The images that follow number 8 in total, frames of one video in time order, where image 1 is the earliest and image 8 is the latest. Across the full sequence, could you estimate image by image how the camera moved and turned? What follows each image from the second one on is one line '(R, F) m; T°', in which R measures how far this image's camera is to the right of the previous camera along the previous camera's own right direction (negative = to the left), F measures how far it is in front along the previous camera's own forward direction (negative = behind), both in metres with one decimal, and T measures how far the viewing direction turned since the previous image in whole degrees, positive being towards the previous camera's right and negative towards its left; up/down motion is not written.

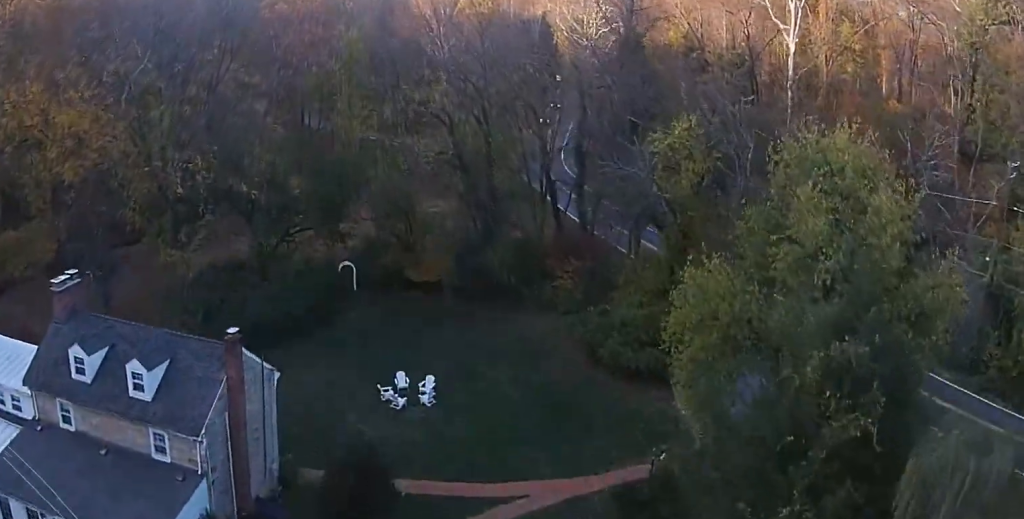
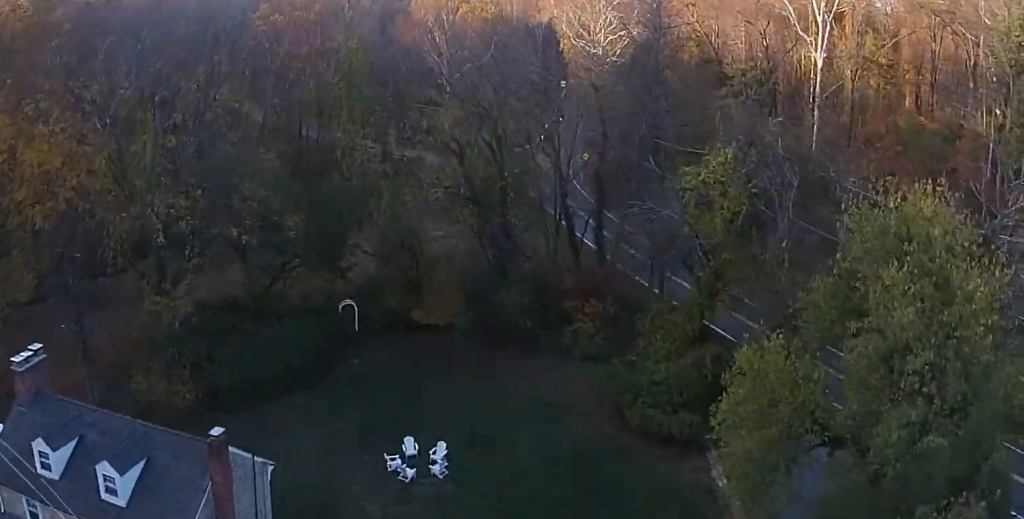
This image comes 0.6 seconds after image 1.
(+0.1, +7.1) m; +2°
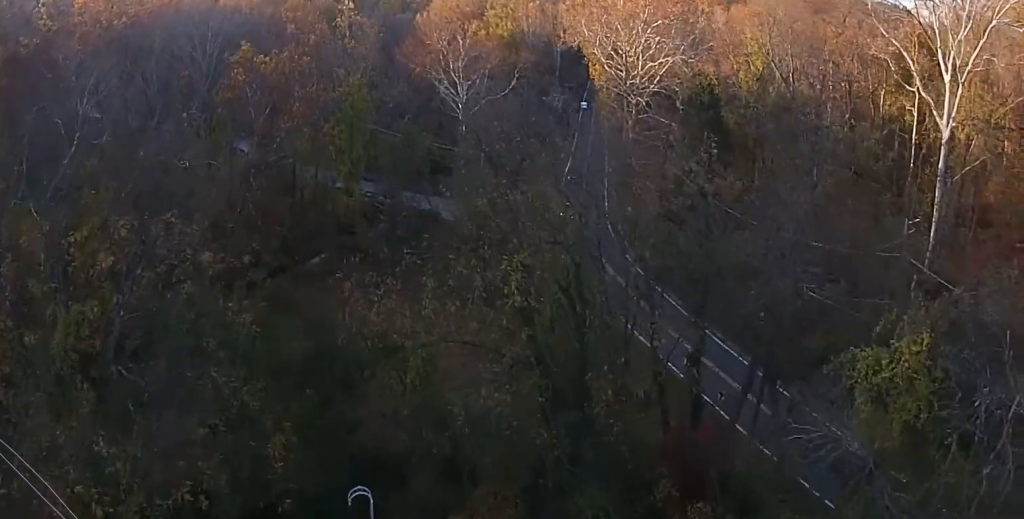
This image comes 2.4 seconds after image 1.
(+0.3, +23.8) m; -1°
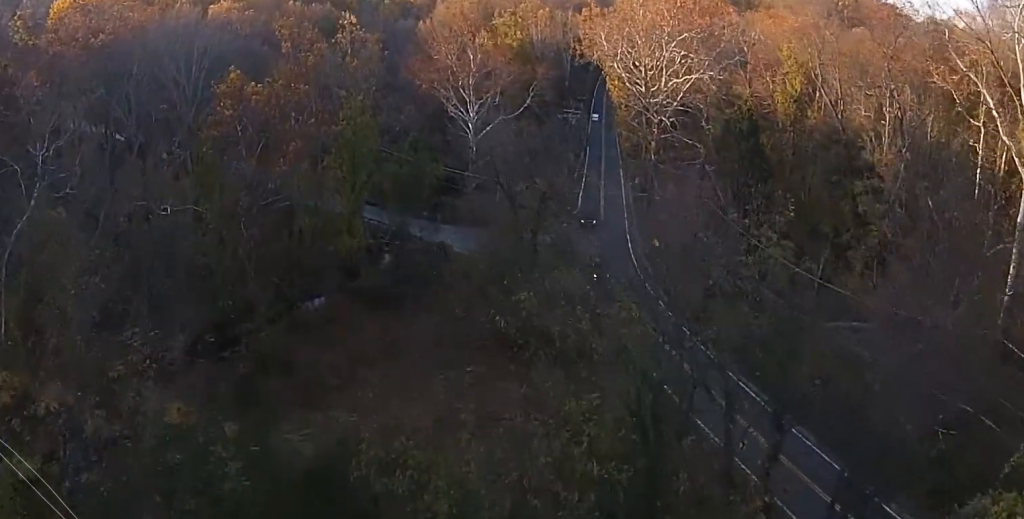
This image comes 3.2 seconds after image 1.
(0.0, +11.0) m; 0°
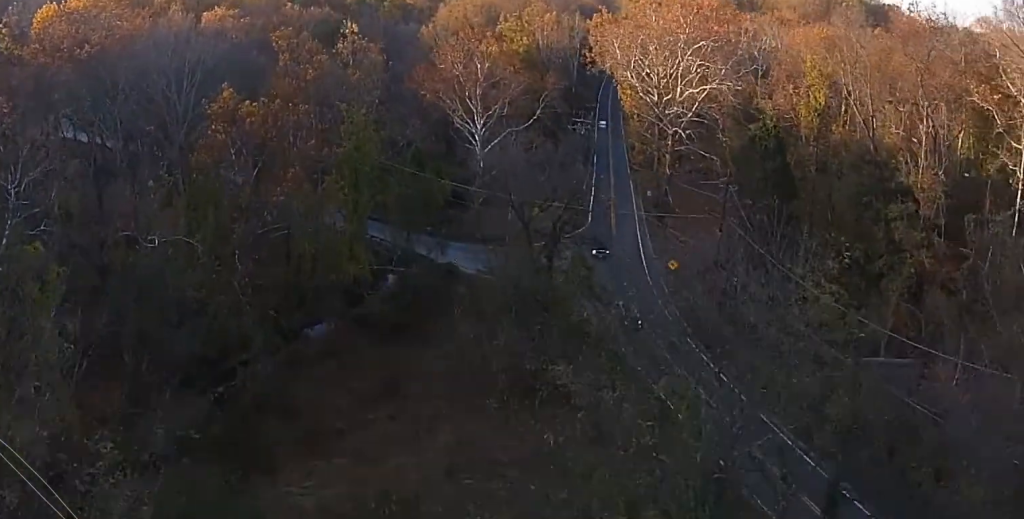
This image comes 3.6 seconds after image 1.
(0.0, +6.1) m; 0°
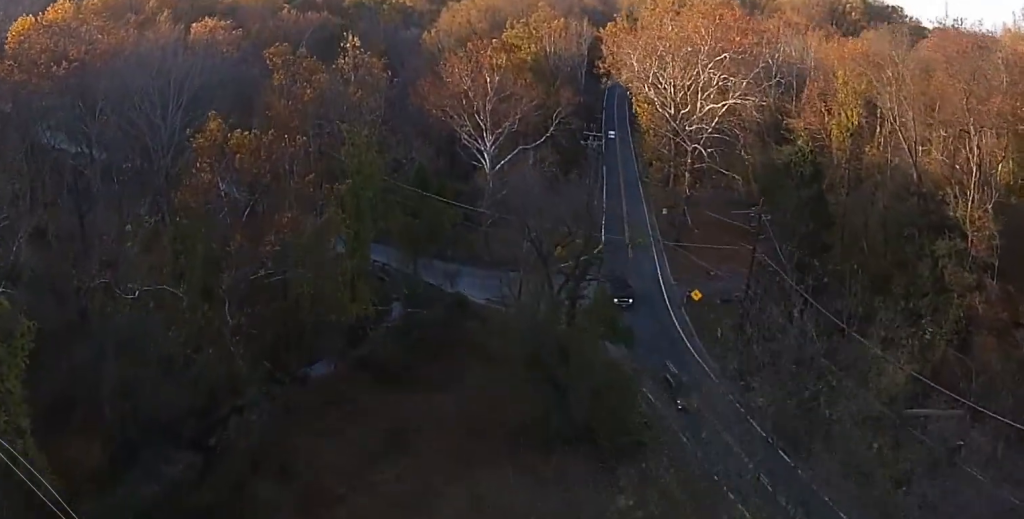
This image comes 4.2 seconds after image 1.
(-0.1, +7.6) m; 0°
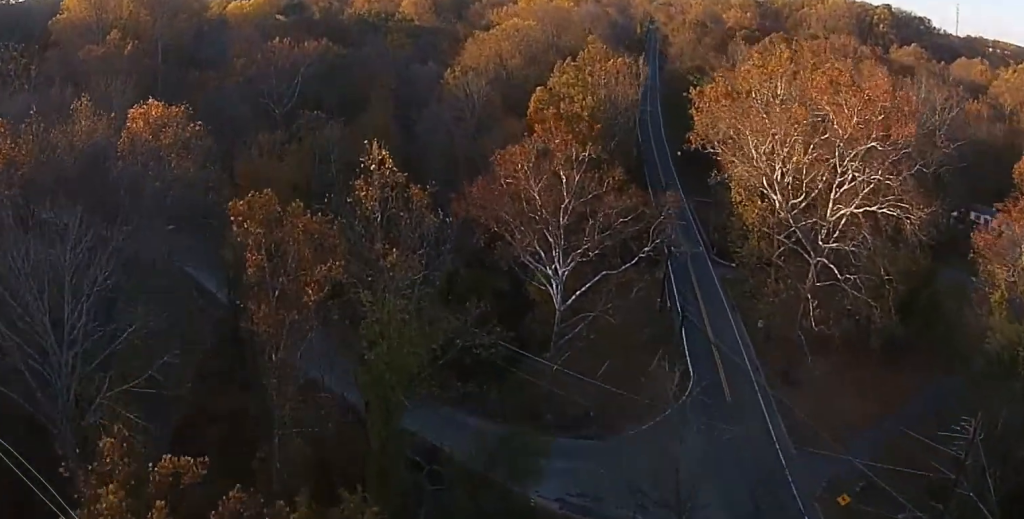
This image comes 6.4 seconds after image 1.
(+0.2, +33.0) m; 0°
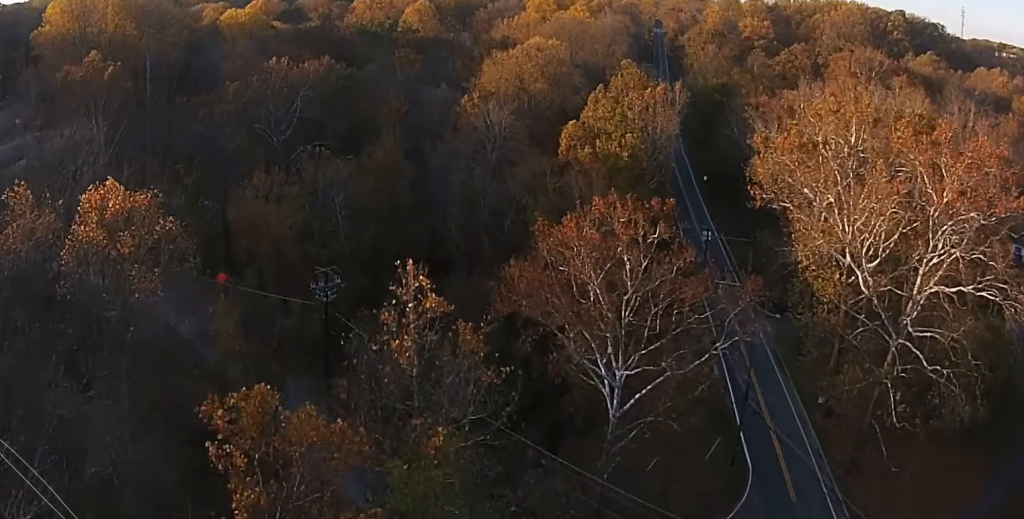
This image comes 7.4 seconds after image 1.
(0.0, +14.6) m; -1°
